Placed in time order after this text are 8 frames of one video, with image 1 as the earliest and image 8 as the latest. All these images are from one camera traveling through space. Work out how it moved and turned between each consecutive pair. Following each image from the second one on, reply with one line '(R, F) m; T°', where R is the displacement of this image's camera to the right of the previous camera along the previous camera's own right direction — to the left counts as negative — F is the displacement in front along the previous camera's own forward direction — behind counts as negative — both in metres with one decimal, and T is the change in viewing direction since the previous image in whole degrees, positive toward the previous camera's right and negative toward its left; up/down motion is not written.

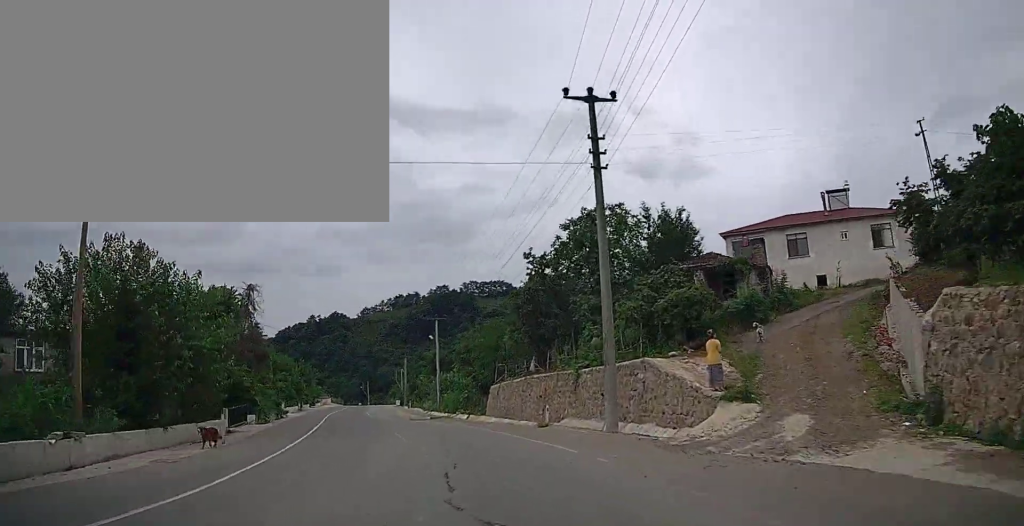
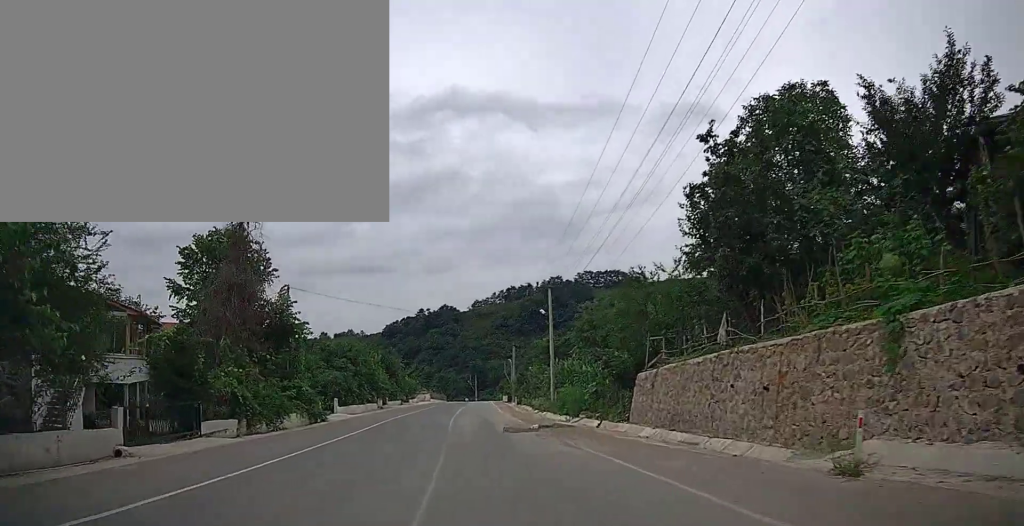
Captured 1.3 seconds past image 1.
(-1.7, +15.5) m; -12°
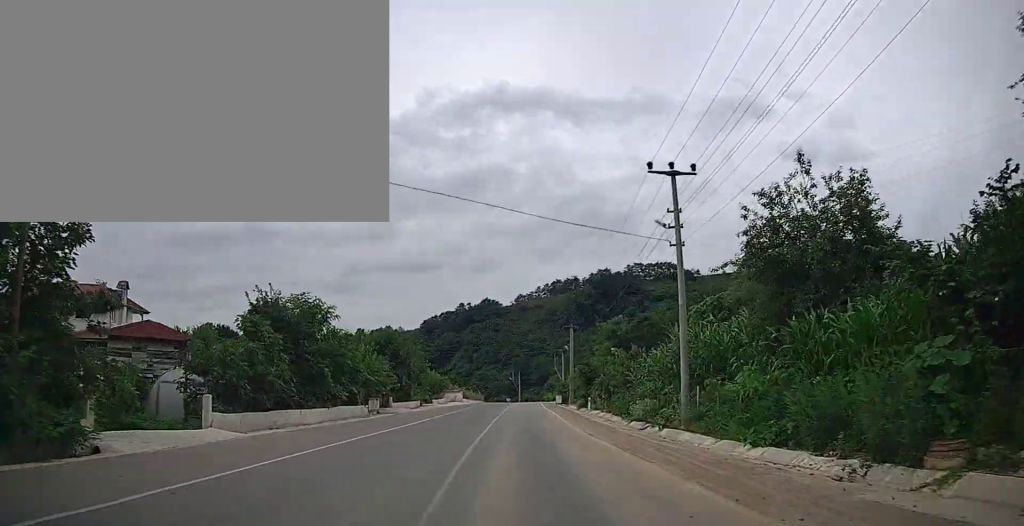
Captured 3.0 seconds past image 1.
(-2.4, +21.8) m; -8°
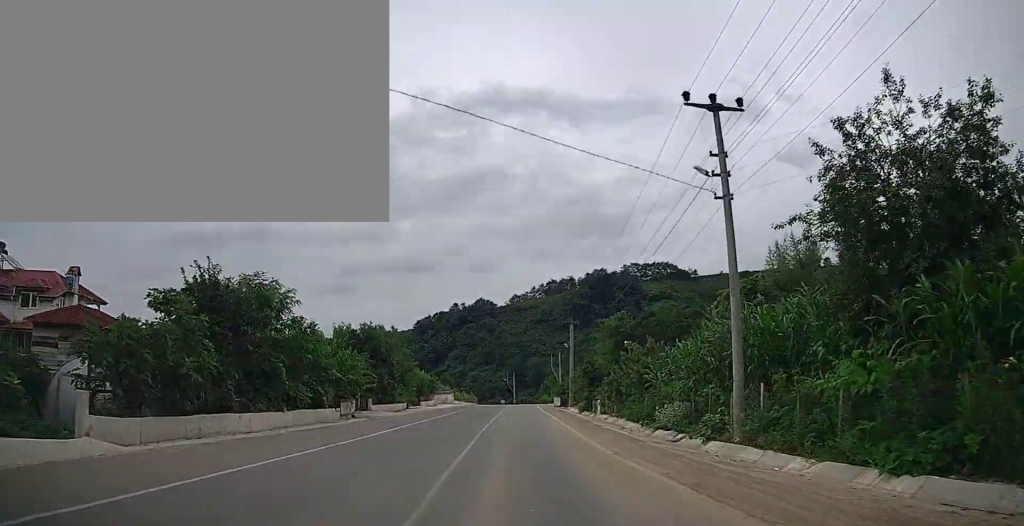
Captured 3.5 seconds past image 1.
(0.0, +5.8) m; 0°
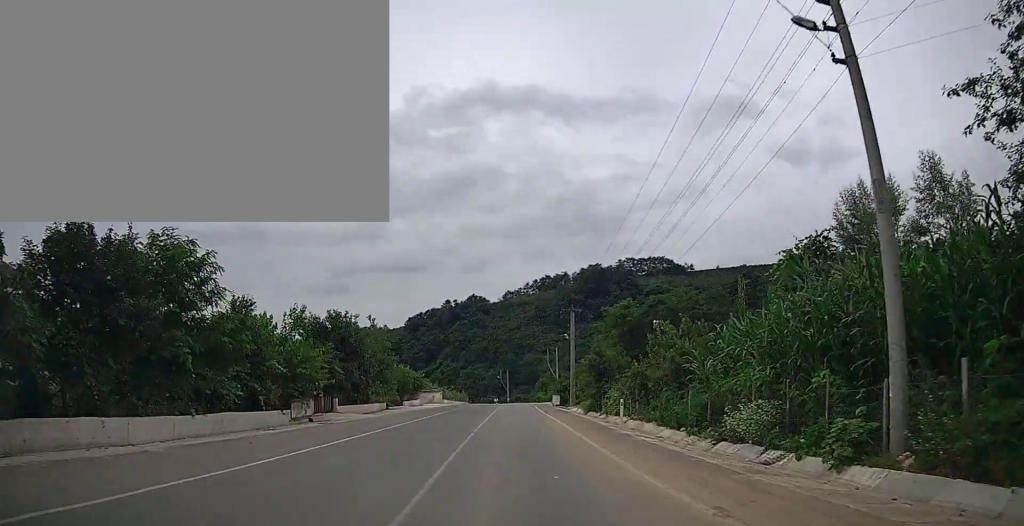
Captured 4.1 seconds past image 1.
(0.0, +7.1) m; 0°
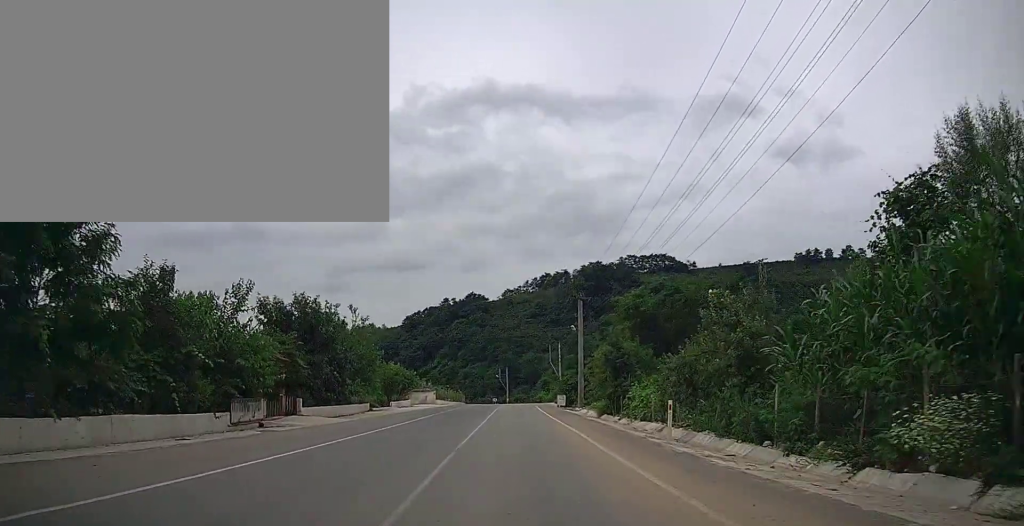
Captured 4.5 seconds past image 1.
(0.0, +5.8) m; 0°
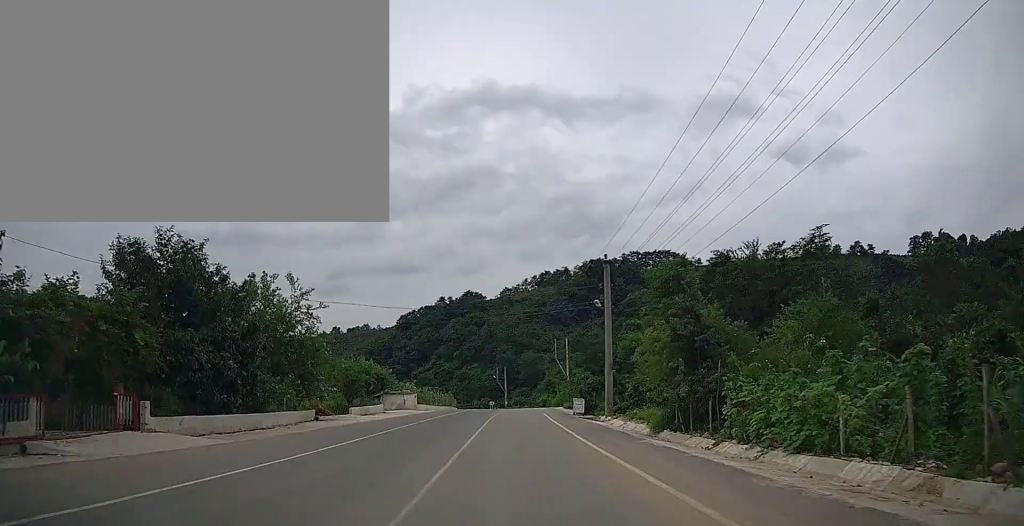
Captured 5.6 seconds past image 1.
(0.0, +13.9) m; +1°
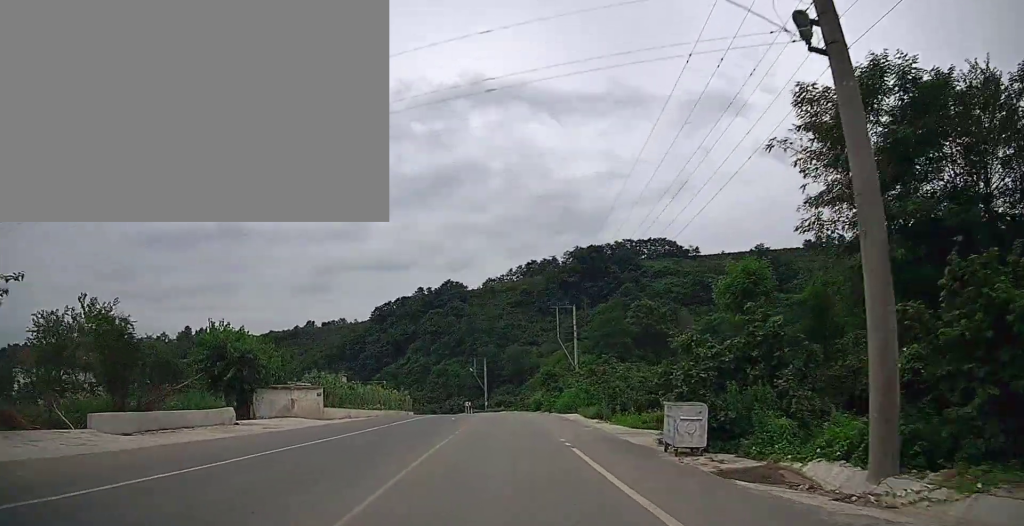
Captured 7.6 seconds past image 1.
(0.0, +25.4) m; +1°
